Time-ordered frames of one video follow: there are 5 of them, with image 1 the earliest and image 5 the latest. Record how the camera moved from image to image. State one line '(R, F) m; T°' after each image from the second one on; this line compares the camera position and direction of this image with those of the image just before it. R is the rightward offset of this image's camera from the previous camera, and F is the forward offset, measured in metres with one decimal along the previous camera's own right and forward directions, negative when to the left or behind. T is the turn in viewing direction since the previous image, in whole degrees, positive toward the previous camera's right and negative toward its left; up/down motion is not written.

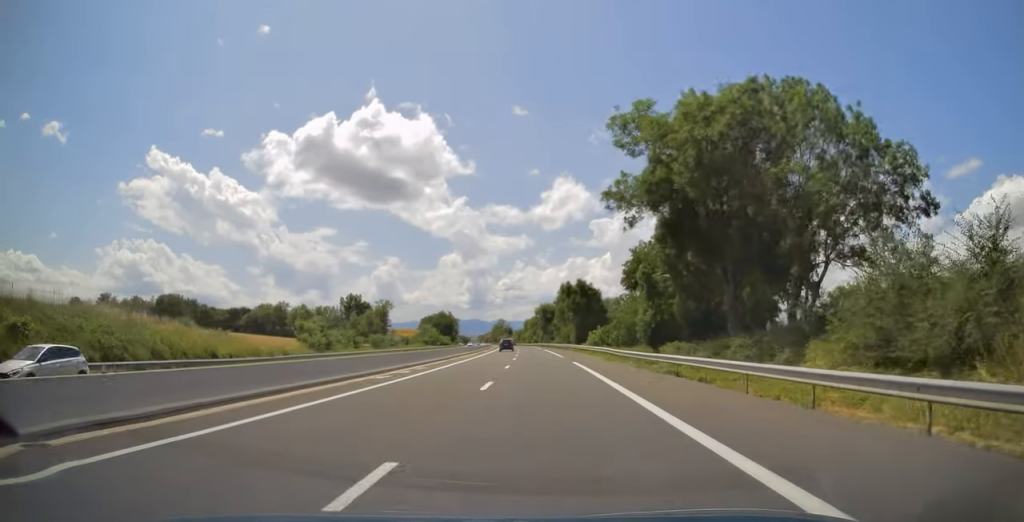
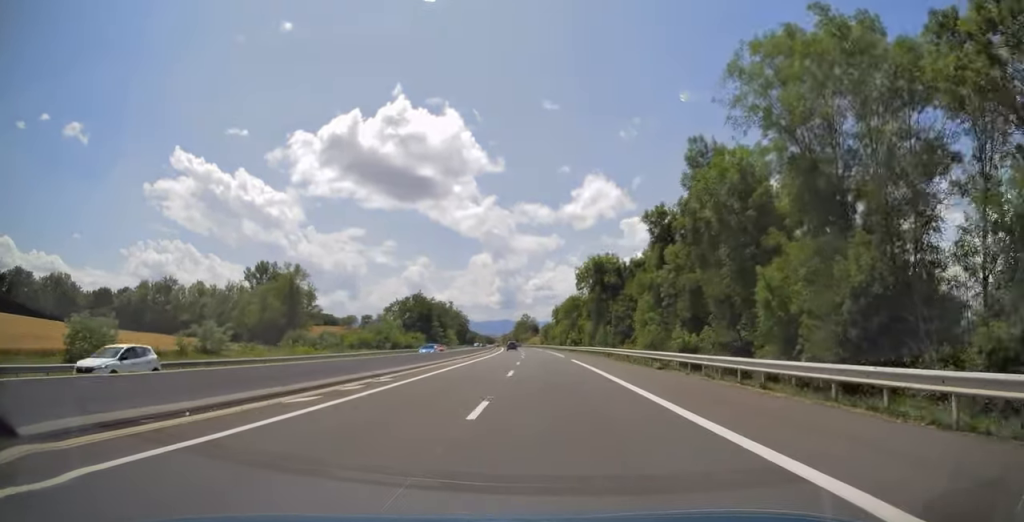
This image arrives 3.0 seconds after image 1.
(-1.2, +97.8) m; -2°
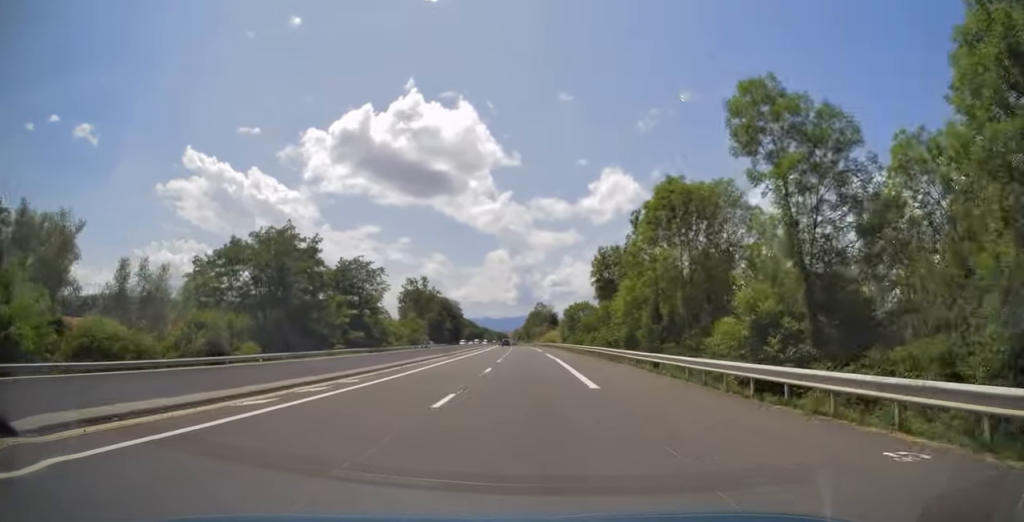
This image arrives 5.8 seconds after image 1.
(-1.8, +89.3) m; -2°
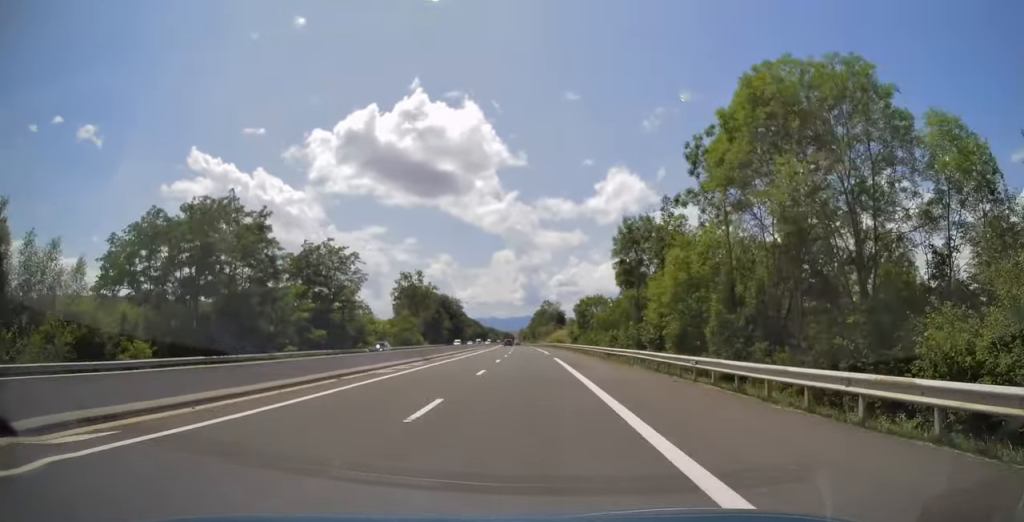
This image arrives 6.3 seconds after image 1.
(0.0, +15.1) m; 0°
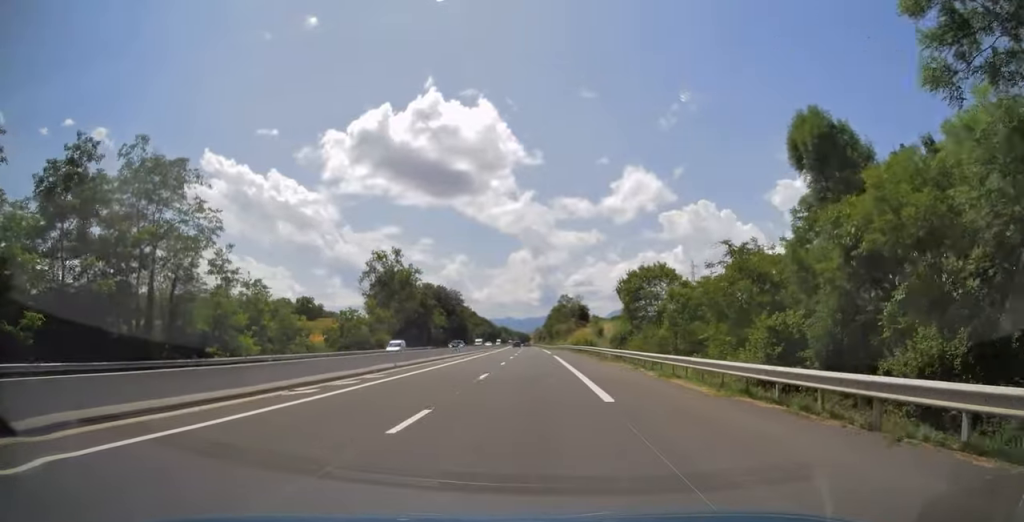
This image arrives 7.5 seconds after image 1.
(-0.5, +40.3) m; -1°
